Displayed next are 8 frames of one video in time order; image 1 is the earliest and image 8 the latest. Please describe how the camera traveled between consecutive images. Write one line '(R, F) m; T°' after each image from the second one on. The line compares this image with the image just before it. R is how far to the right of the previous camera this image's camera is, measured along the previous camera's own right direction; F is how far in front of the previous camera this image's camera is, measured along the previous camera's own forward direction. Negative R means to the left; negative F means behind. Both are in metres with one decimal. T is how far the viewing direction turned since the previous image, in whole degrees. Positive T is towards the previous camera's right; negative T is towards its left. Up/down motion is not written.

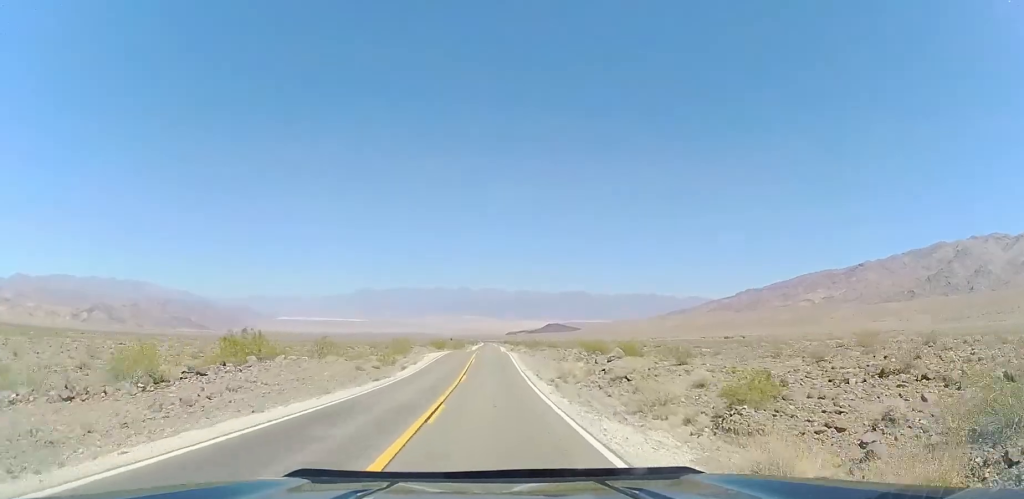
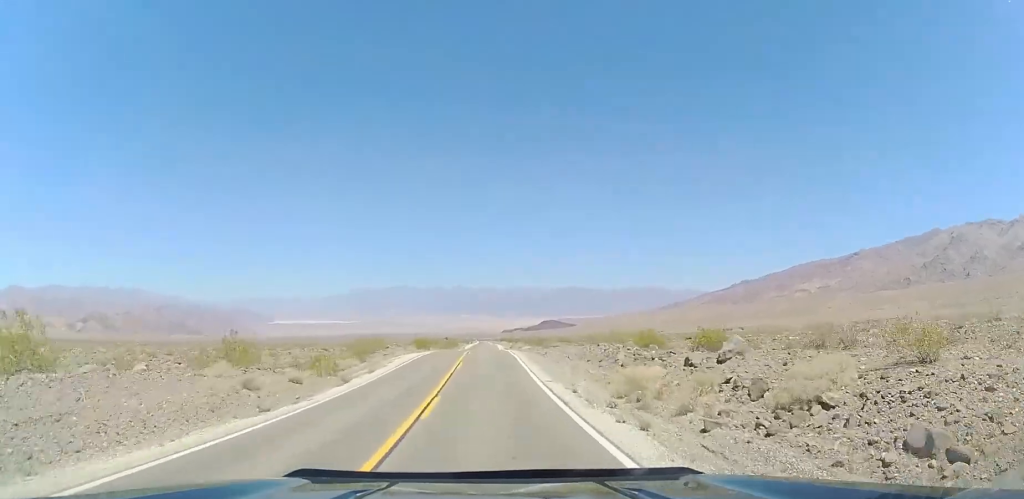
(-0.1, +14.9) m; 0°
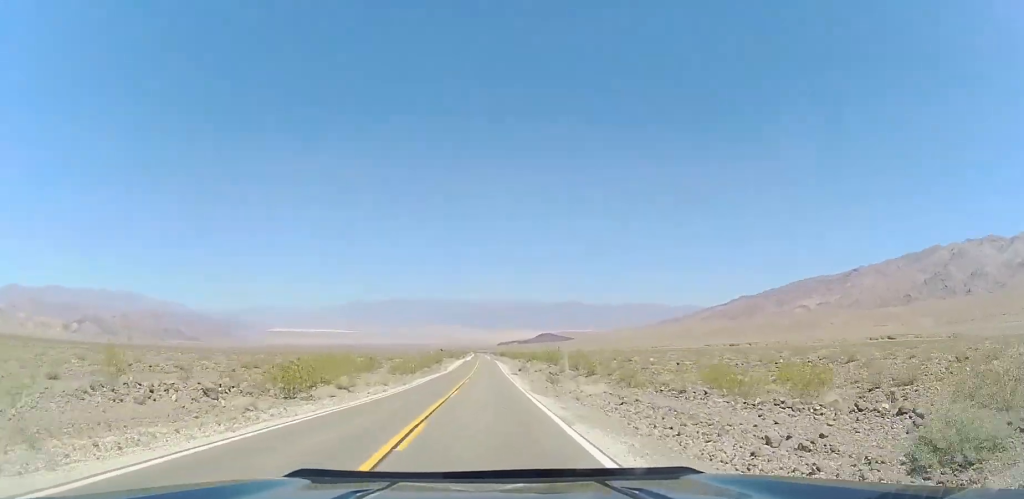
(+0.4, +46.3) m; +2°
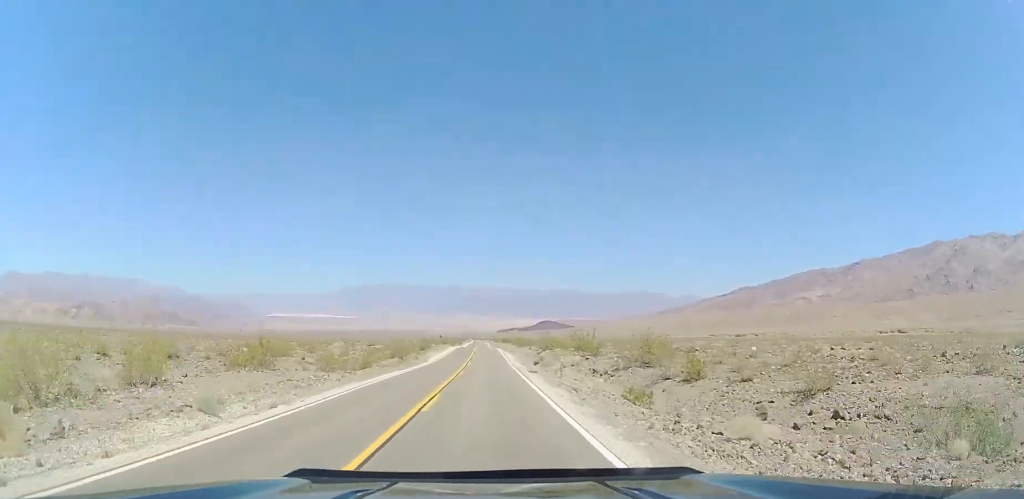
(+0.3, +24.6) m; +1°
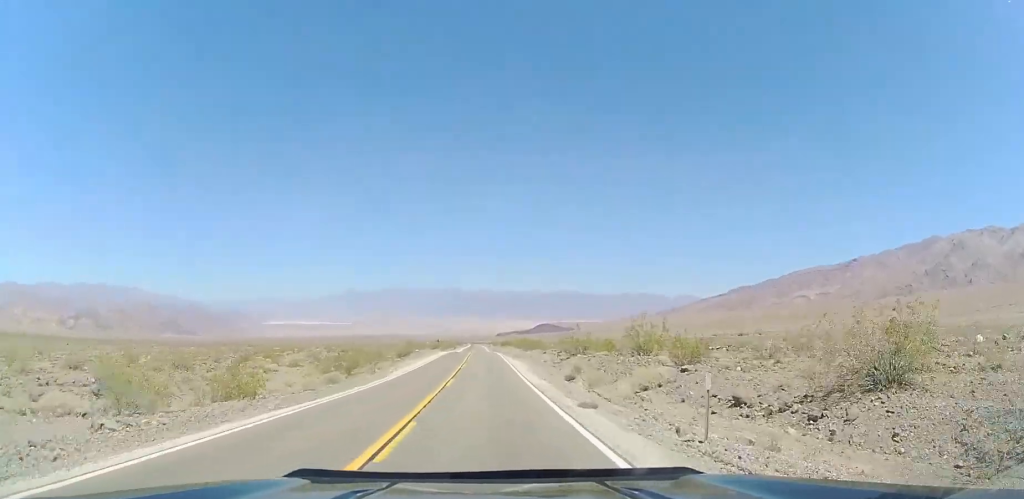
(0.0, +20.5) m; 0°
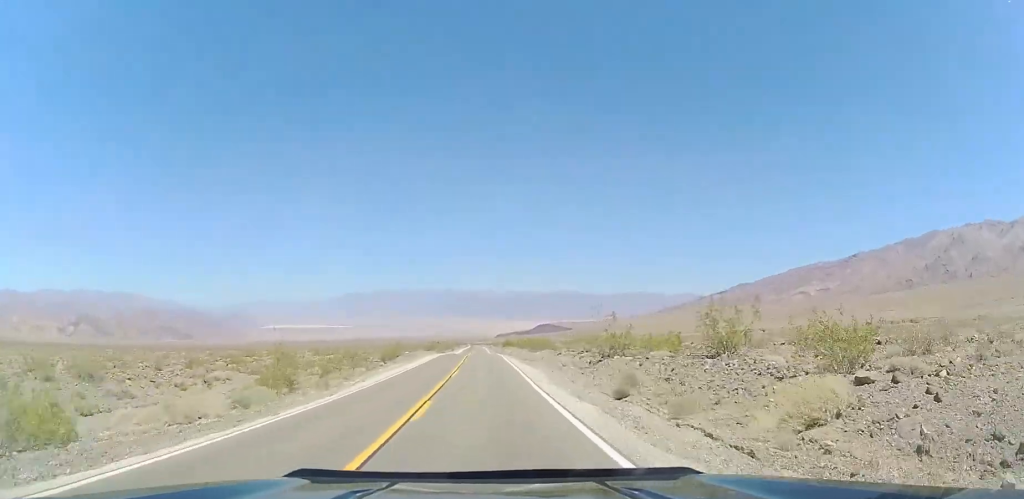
(0.0, +10.7) m; 0°
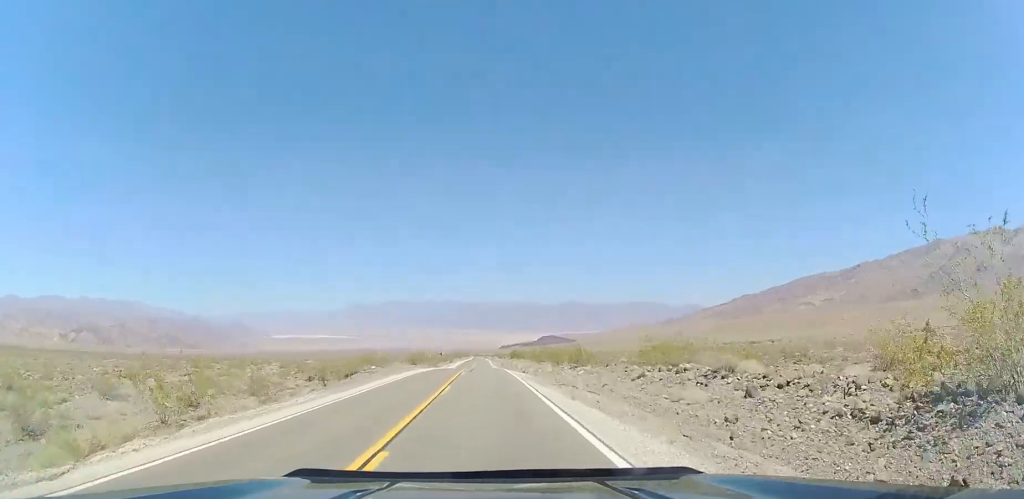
(-0.1, +22.3) m; -1°
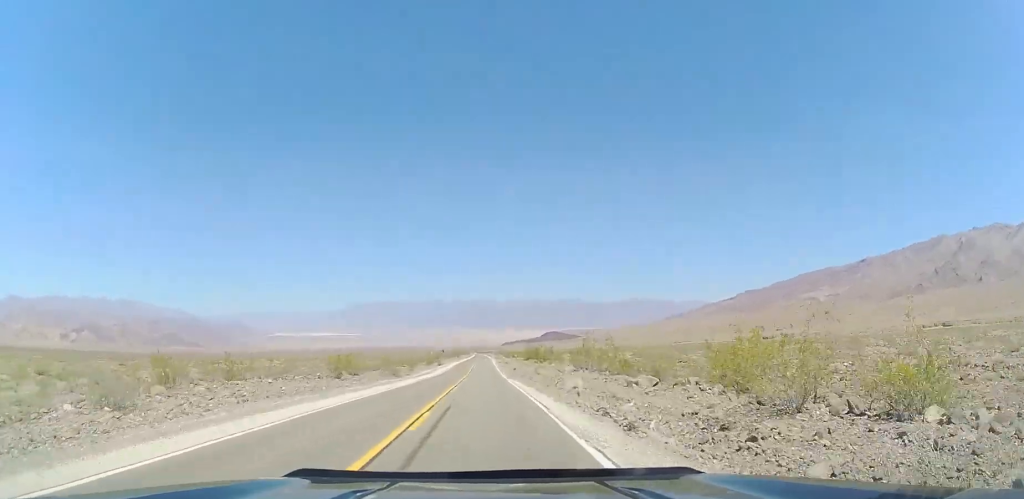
(-0.4, +37.1) m; 0°
